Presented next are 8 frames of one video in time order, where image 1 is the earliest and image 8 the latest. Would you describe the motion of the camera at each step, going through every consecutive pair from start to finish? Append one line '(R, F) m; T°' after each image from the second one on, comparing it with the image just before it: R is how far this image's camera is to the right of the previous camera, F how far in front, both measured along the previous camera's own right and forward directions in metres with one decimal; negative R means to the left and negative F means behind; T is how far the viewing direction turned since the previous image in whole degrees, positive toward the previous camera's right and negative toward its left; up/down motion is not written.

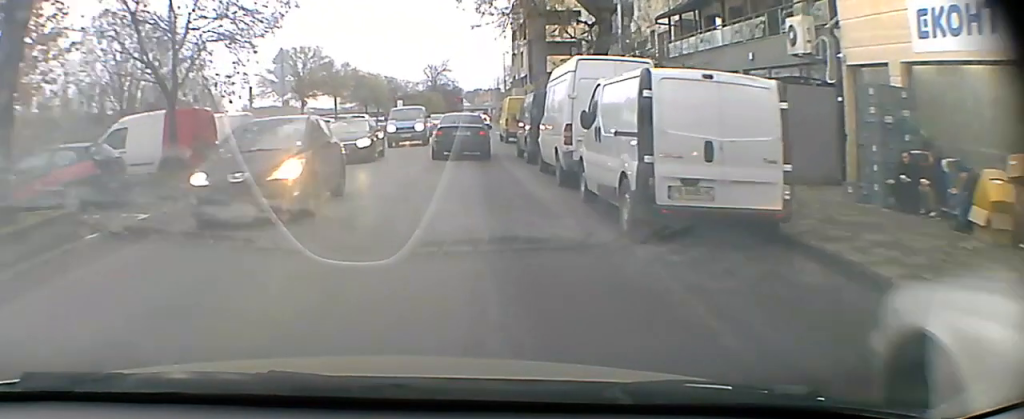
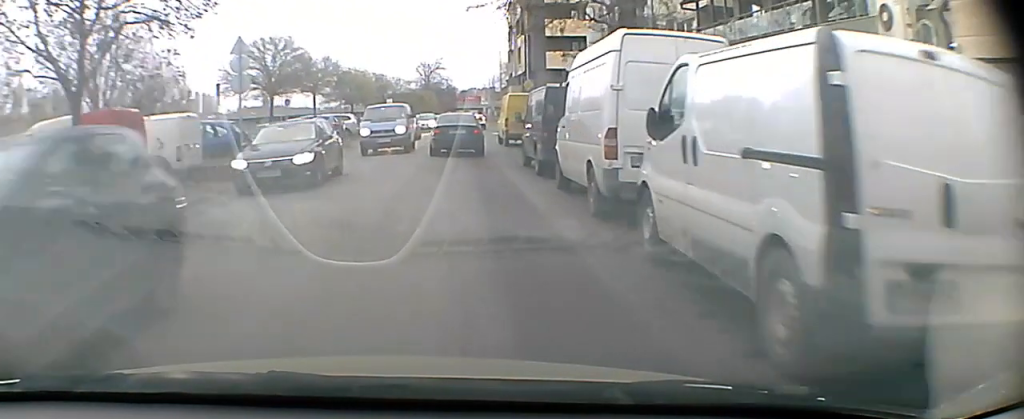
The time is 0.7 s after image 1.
(-0.1, +4.4) m; -2°
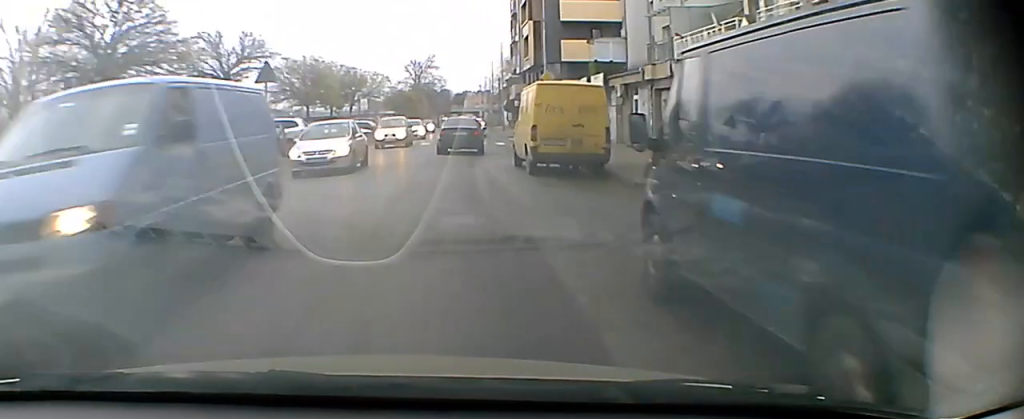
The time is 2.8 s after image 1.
(+0.2, +13.8) m; +2°
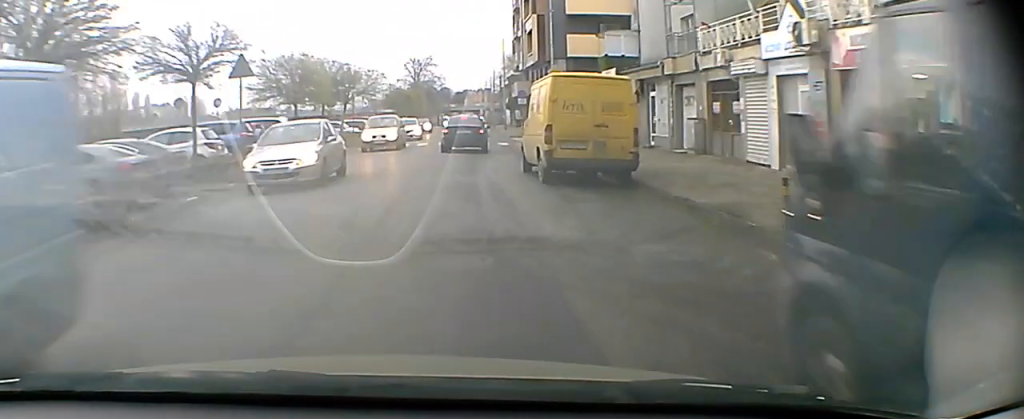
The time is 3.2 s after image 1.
(0.0, +2.9) m; 0°
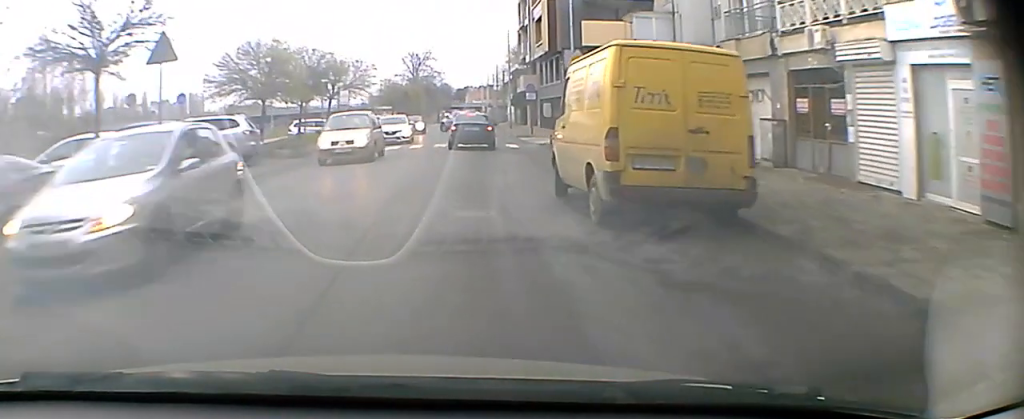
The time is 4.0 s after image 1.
(0.0, +6.0) m; +1°
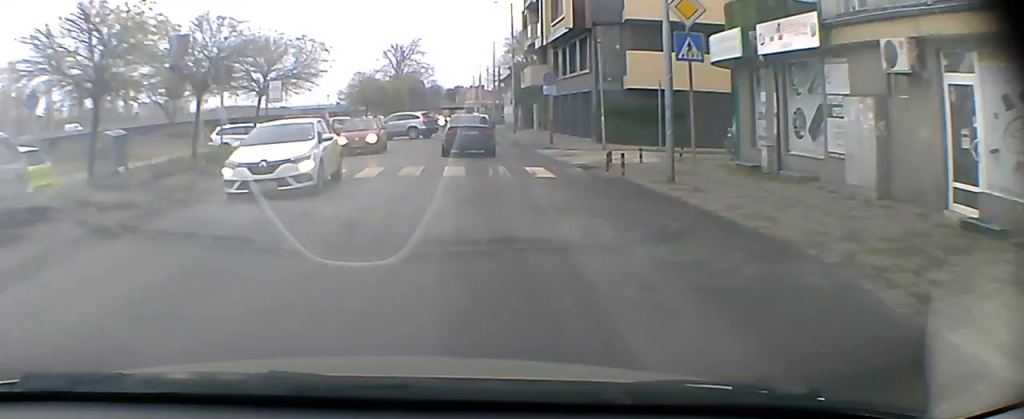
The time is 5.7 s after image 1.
(+0.3, +13.6) m; +2°
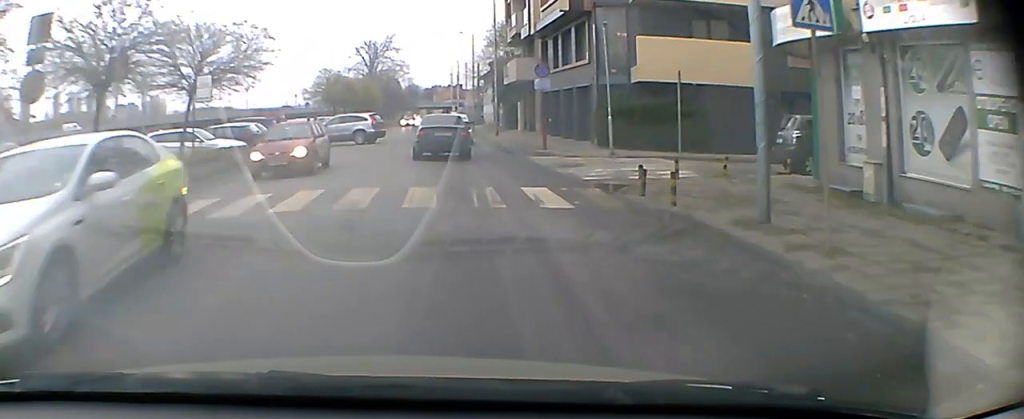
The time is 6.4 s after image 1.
(0.0, +5.7) m; -1°
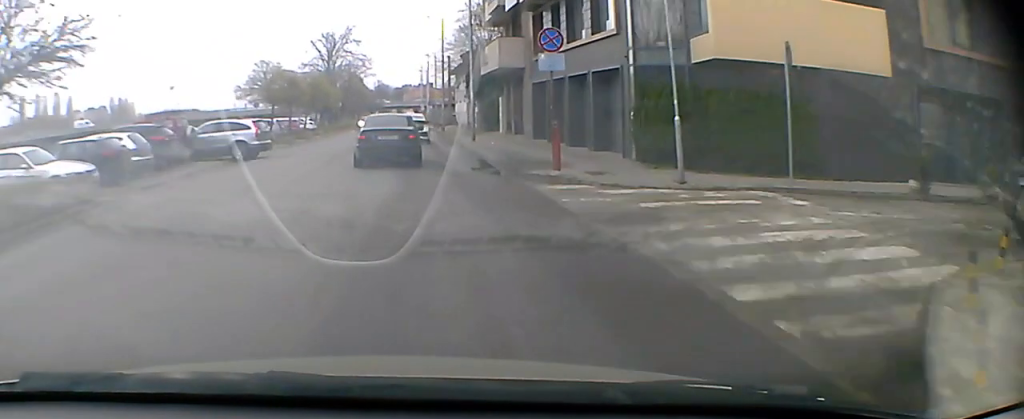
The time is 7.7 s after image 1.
(-0.2, +10.7) m; -2°
